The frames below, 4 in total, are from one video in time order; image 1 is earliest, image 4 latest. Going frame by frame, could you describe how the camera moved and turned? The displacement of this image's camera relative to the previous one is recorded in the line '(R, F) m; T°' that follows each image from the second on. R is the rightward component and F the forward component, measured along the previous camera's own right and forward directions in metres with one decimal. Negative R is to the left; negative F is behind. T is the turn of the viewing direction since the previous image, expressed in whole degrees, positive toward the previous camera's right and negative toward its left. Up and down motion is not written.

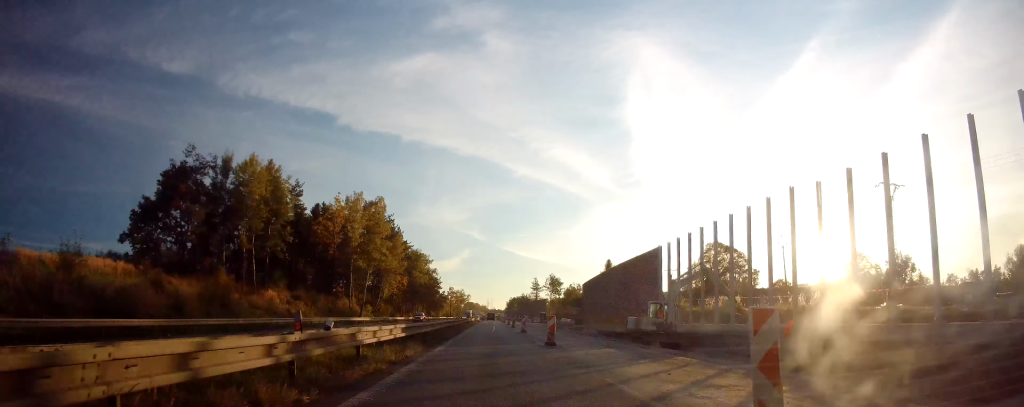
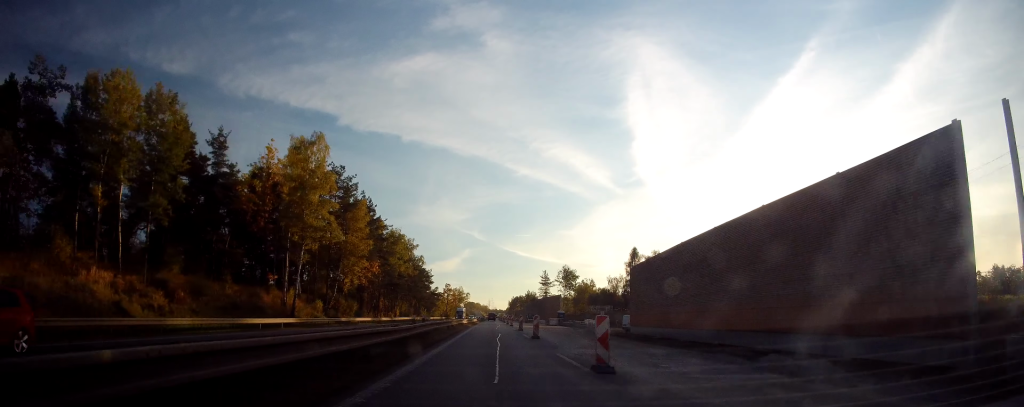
(+0.2, +27.3) m; 0°
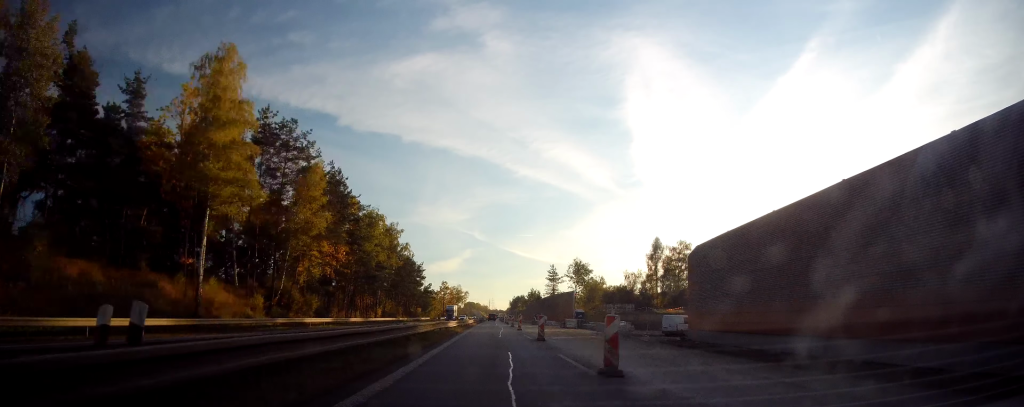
(-0.3, +17.6) m; -1°
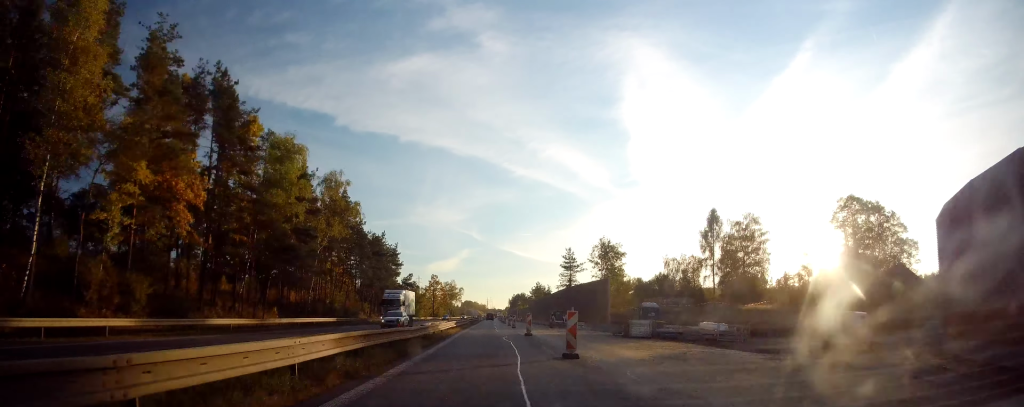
(+0.4, +30.4) m; +2°
